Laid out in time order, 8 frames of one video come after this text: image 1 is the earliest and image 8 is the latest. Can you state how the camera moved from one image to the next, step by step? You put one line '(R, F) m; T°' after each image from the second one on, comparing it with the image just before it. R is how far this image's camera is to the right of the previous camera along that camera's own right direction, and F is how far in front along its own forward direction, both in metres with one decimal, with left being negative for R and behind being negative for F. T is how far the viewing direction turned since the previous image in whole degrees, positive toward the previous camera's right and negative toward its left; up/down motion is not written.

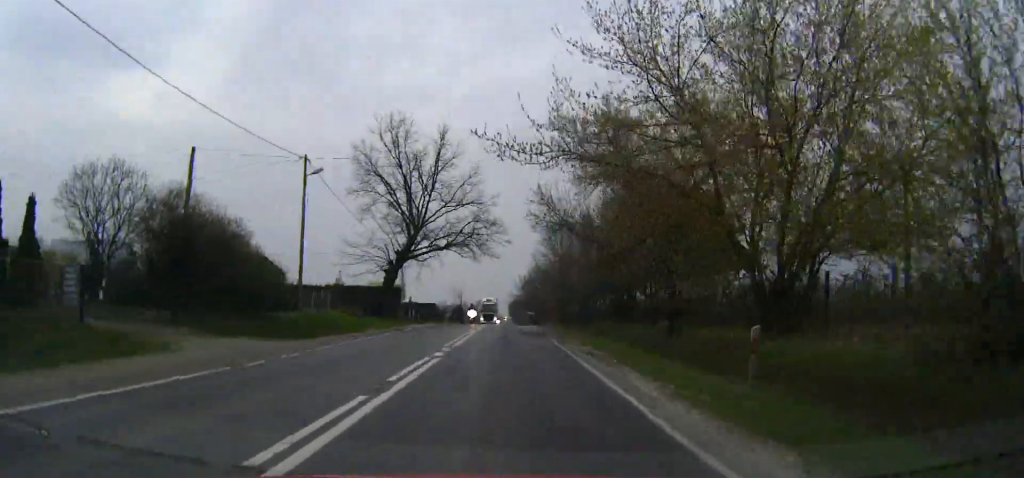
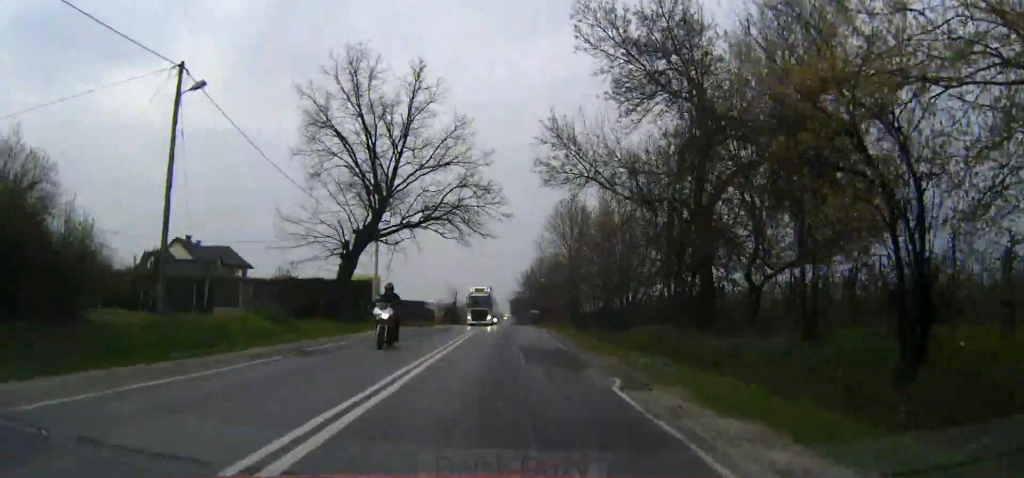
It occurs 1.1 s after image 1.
(0.0, +15.6) m; 0°
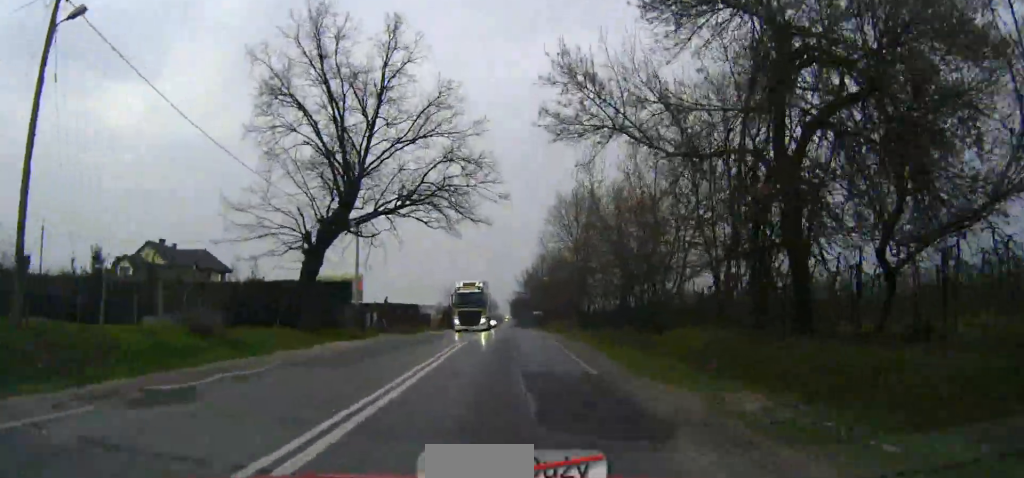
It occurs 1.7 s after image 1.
(0.0, +7.8) m; 0°
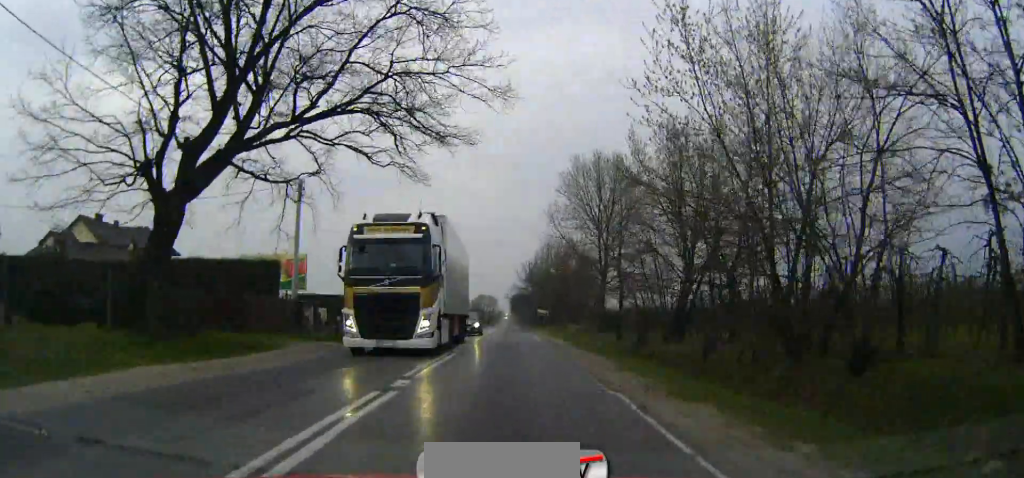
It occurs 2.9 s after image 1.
(-0.1, +16.1) m; 0°
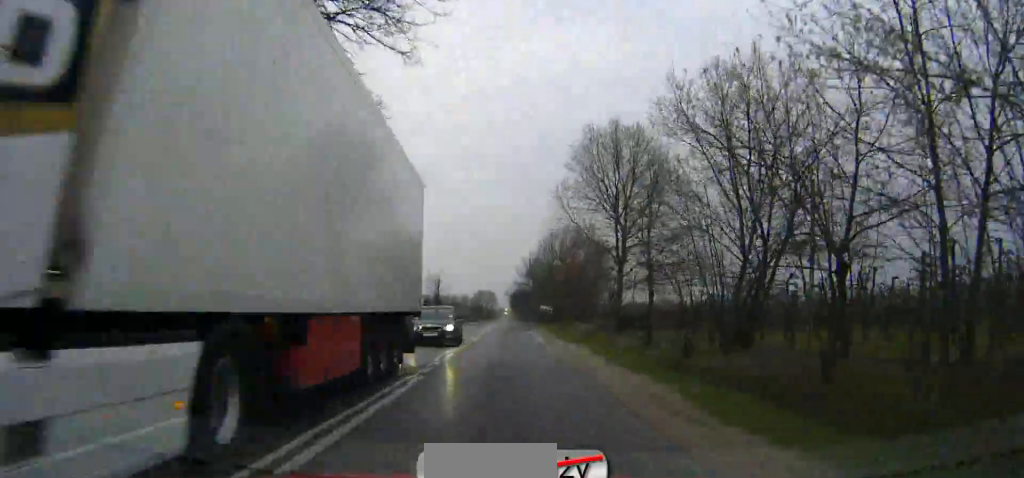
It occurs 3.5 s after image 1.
(+0.1, +8.3) m; 0°
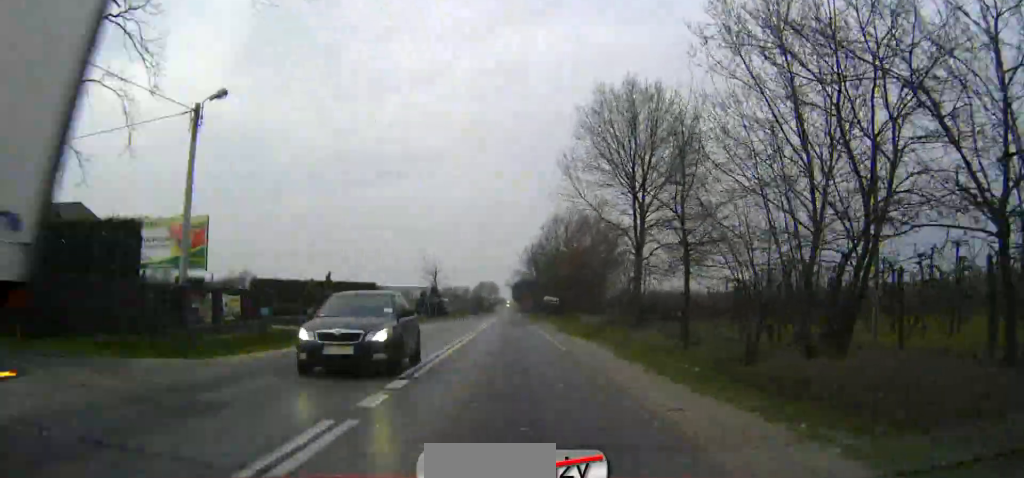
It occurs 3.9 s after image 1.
(0.0, +6.0) m; 0°
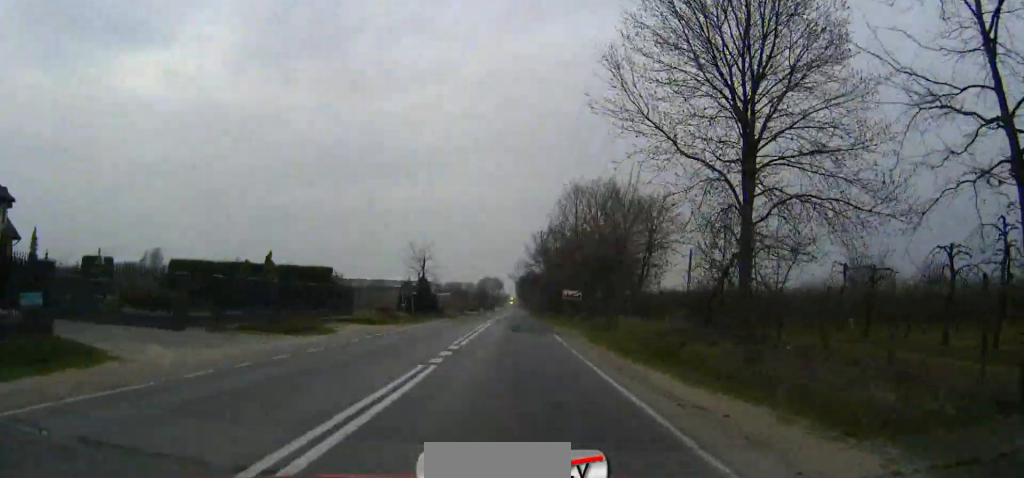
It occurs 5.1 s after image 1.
(-0.1, +17.3) m; 0°
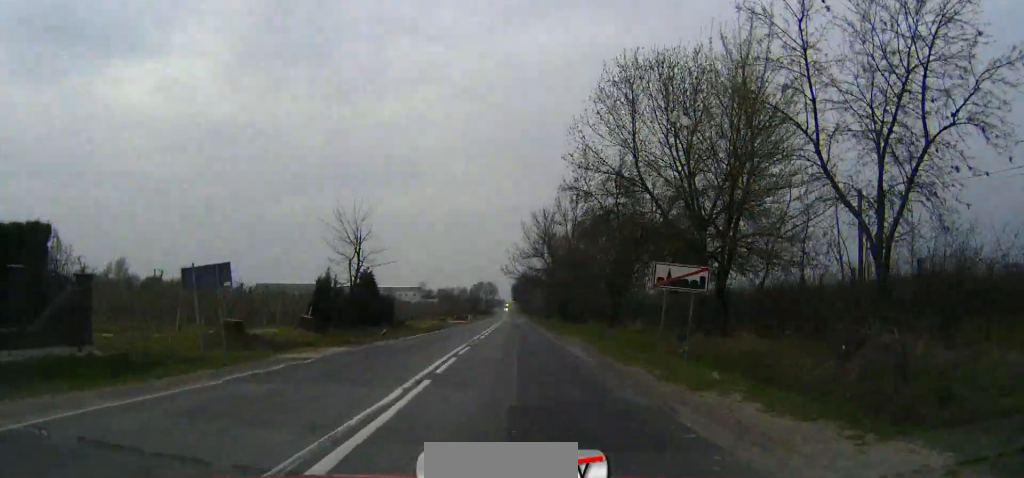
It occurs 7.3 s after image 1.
(+0.3, +30.8) m; +1°
